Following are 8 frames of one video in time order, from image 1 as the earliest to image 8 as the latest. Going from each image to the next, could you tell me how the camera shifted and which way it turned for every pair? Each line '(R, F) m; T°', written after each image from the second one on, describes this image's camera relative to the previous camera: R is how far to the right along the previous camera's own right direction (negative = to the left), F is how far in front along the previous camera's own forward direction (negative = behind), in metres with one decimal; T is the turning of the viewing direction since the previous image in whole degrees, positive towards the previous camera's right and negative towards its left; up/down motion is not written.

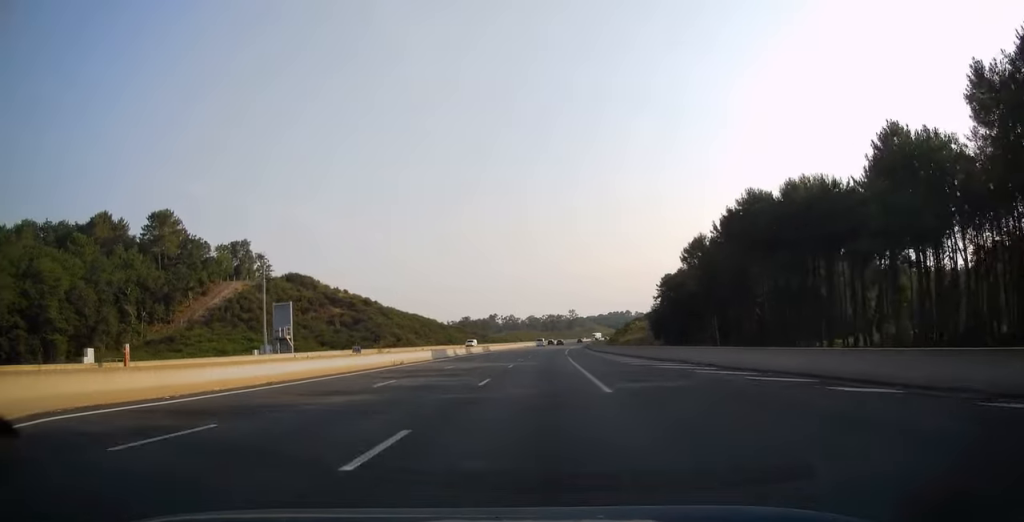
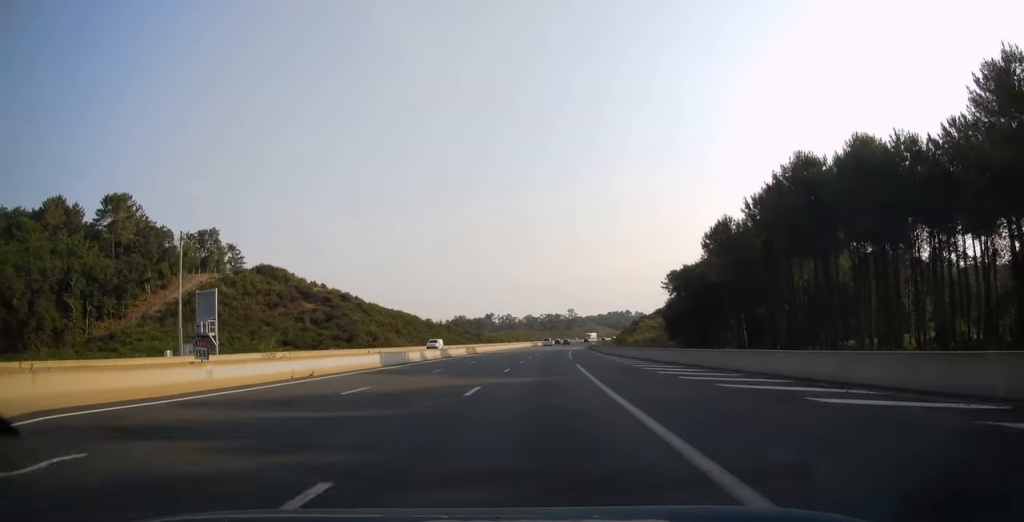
(+0.1, +16.6) m; 0°
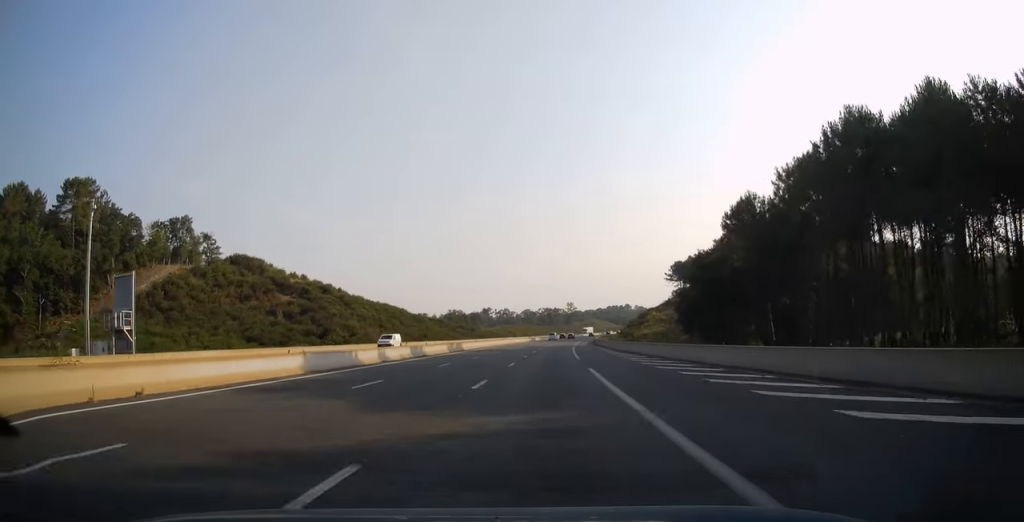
(0.0, +12.2) m; 0°
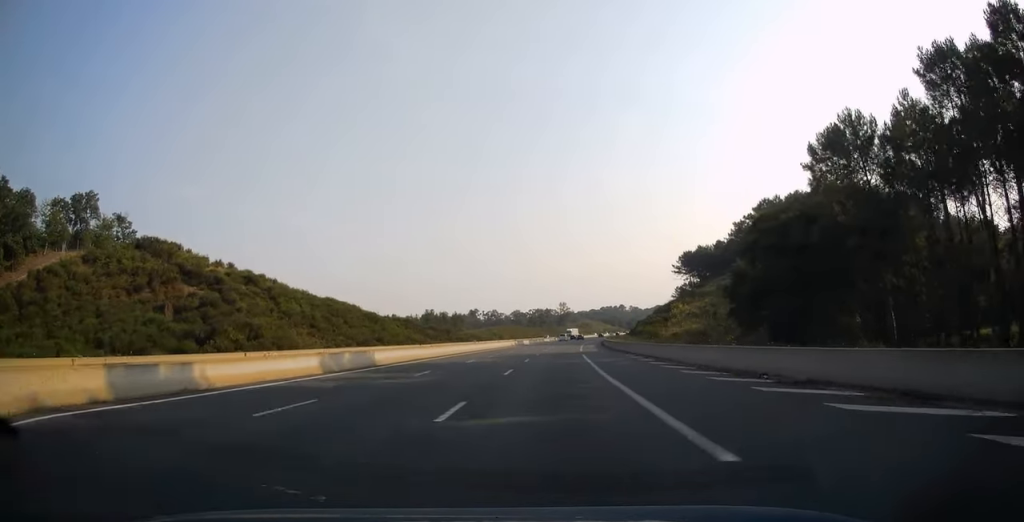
(+0.1, +32.3) m; +1°
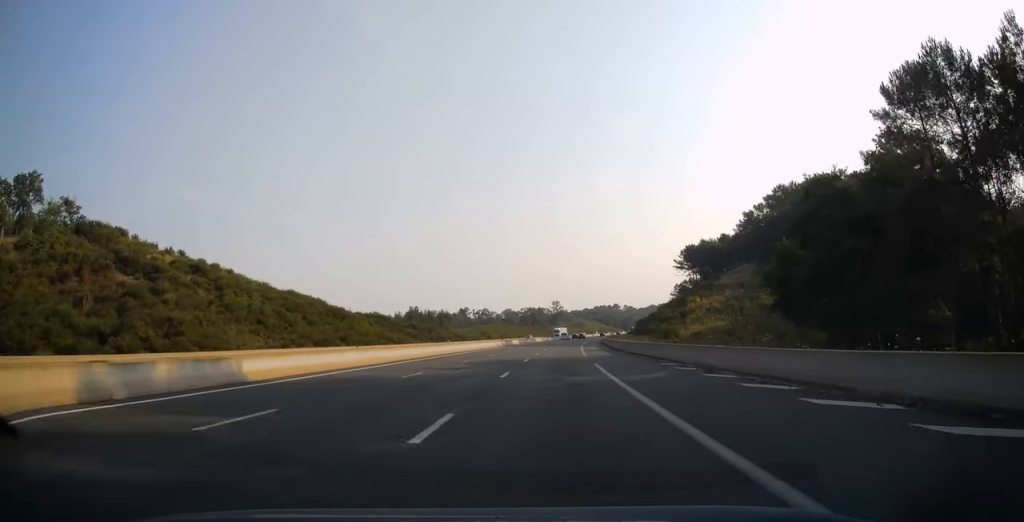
(+0.2, +15.2) m; +1°
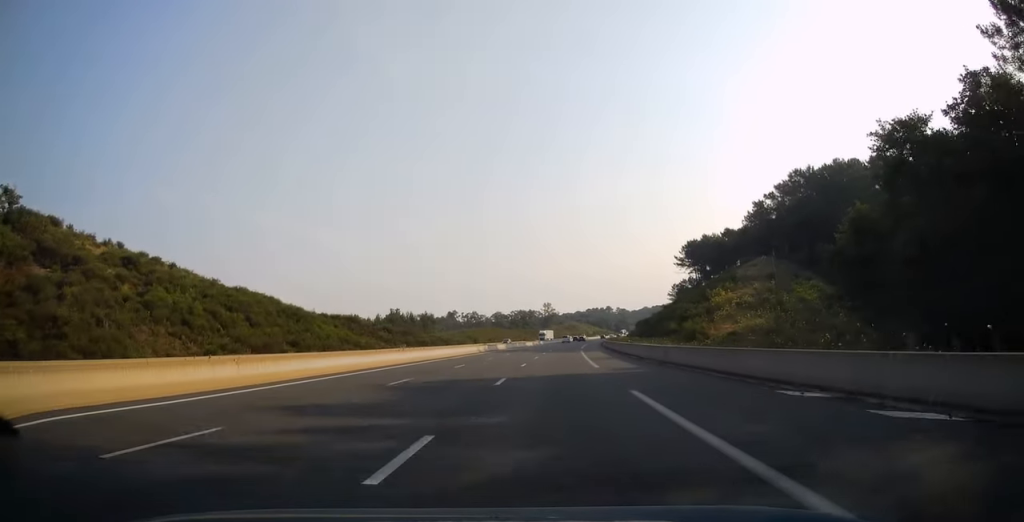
(0.0, +15.2) m; +1°
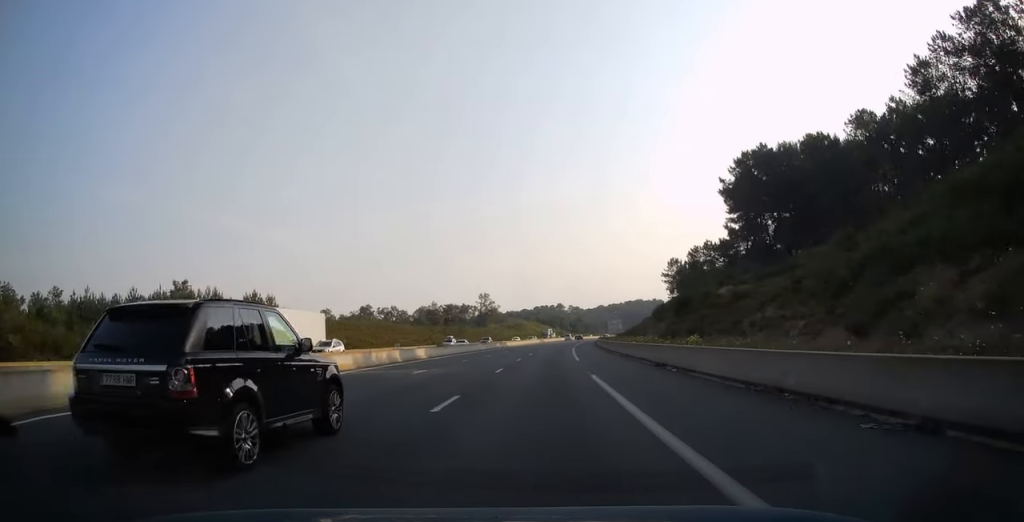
(+4.7, +97.9) m; +5°
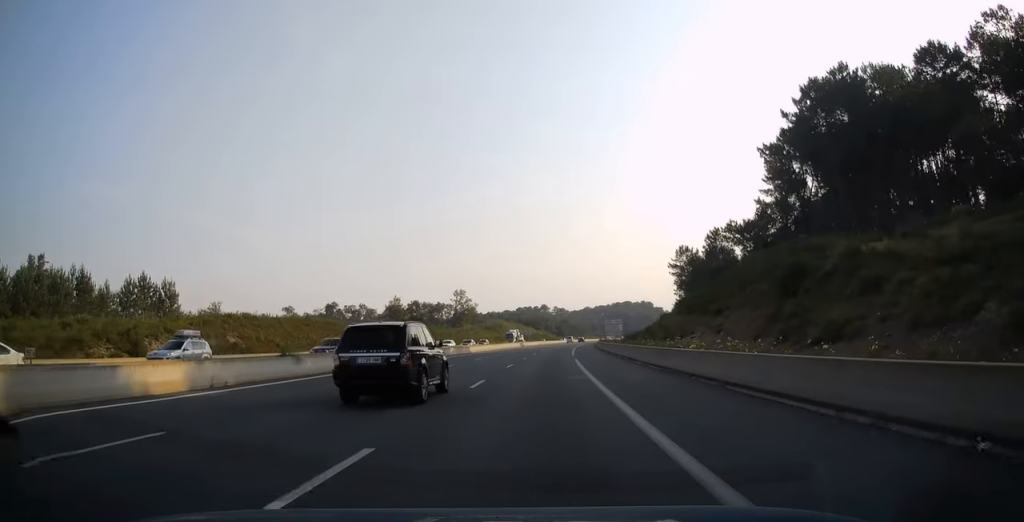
(+0.4, +32.8) m; +2°
